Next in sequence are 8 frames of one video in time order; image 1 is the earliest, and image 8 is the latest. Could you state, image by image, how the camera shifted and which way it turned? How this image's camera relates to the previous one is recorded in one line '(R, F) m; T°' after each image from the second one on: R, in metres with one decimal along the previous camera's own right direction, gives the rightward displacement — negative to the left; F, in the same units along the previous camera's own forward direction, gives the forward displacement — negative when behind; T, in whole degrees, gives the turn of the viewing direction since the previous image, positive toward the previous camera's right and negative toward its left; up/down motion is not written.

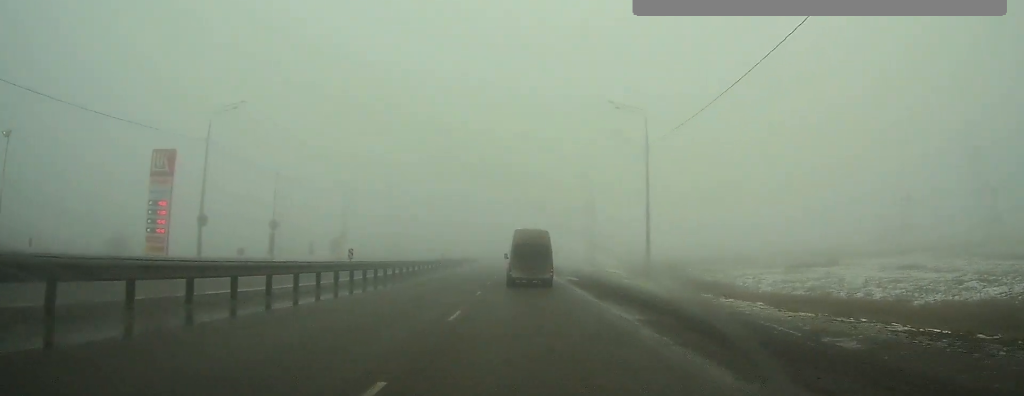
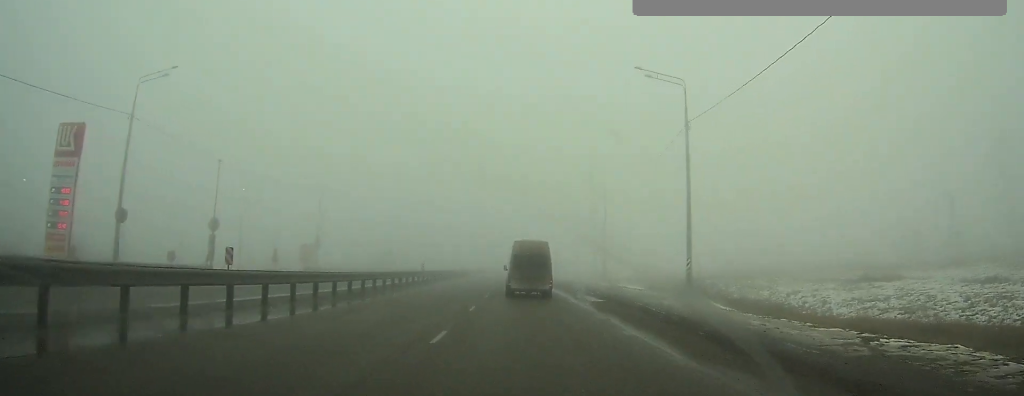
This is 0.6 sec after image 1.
(0.0, +9.9) m; 0°
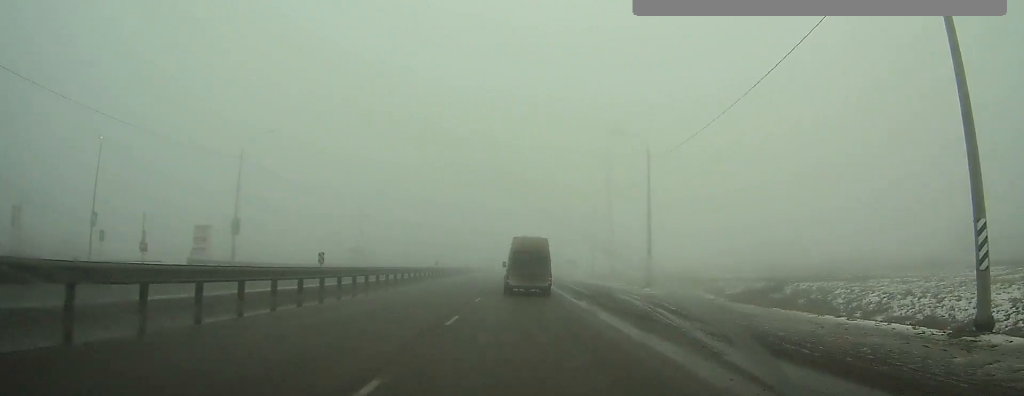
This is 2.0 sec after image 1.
(+0.1, +20.8) m; 0°
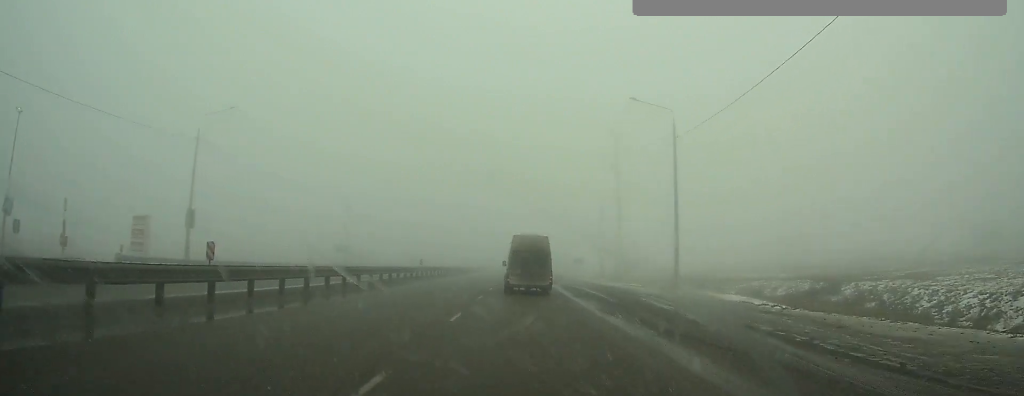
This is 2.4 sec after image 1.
(0.0, +6.5) m; 0°
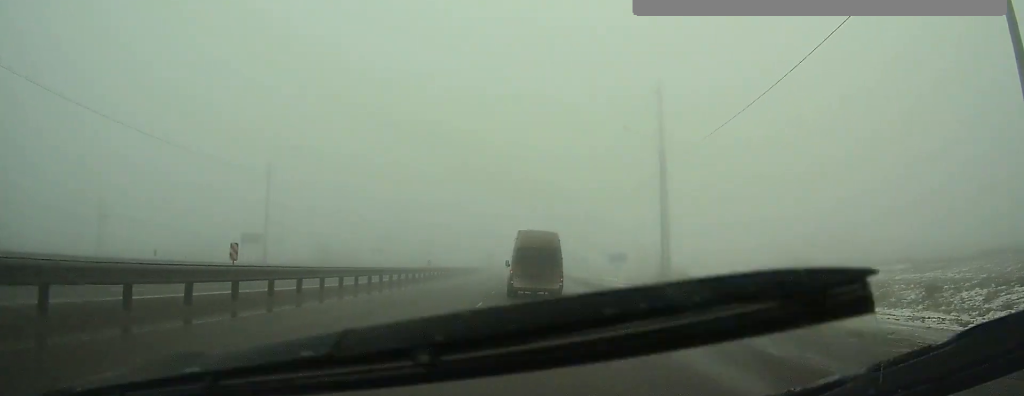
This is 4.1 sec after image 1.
(-0.1, +23.1) m; -1°
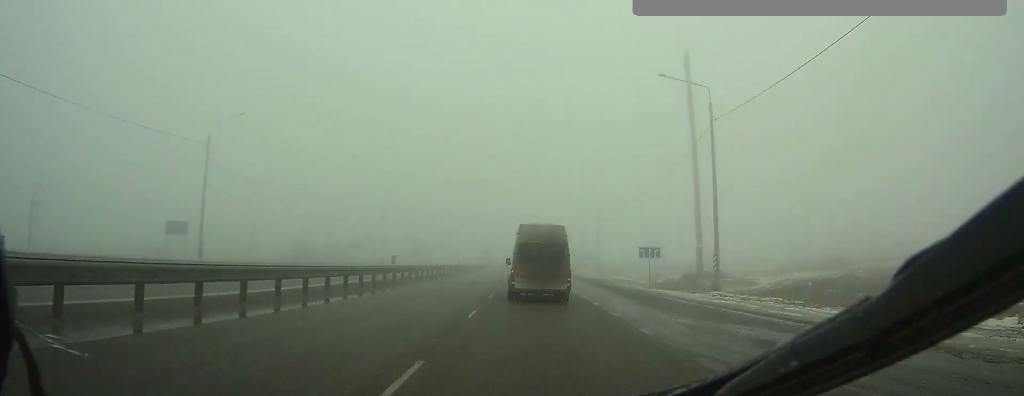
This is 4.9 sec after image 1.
(0.0, +10.8) m; 0°
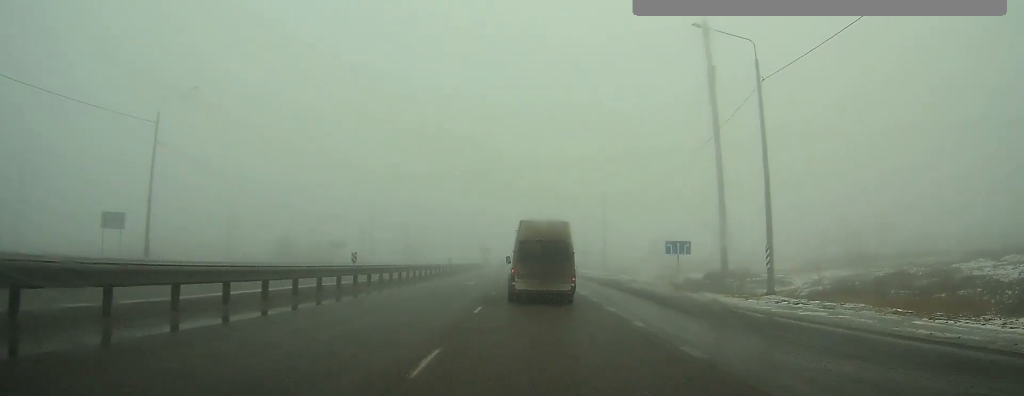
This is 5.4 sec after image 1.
(0.0, +7.2) m; 0°
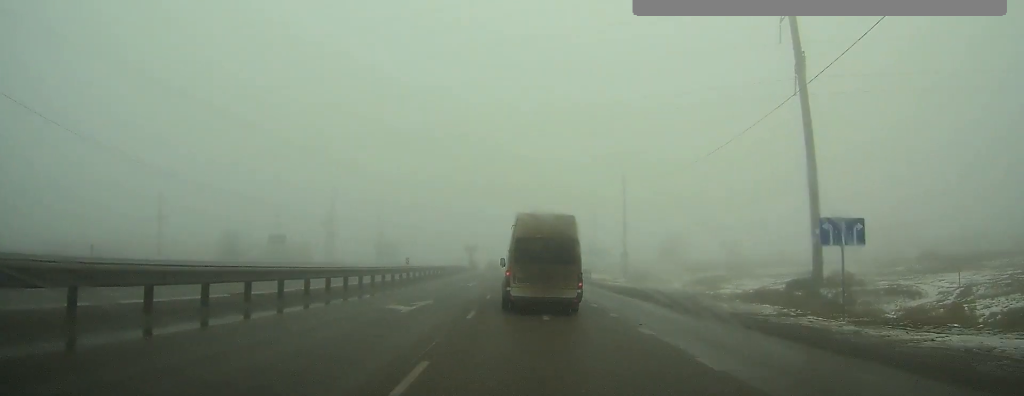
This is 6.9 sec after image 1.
(0.0, +20.1) m; 0°
